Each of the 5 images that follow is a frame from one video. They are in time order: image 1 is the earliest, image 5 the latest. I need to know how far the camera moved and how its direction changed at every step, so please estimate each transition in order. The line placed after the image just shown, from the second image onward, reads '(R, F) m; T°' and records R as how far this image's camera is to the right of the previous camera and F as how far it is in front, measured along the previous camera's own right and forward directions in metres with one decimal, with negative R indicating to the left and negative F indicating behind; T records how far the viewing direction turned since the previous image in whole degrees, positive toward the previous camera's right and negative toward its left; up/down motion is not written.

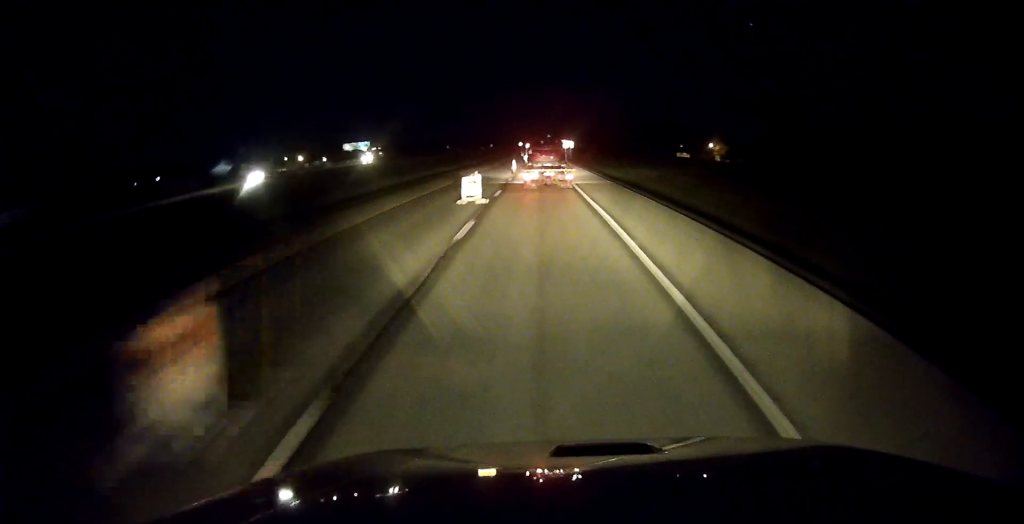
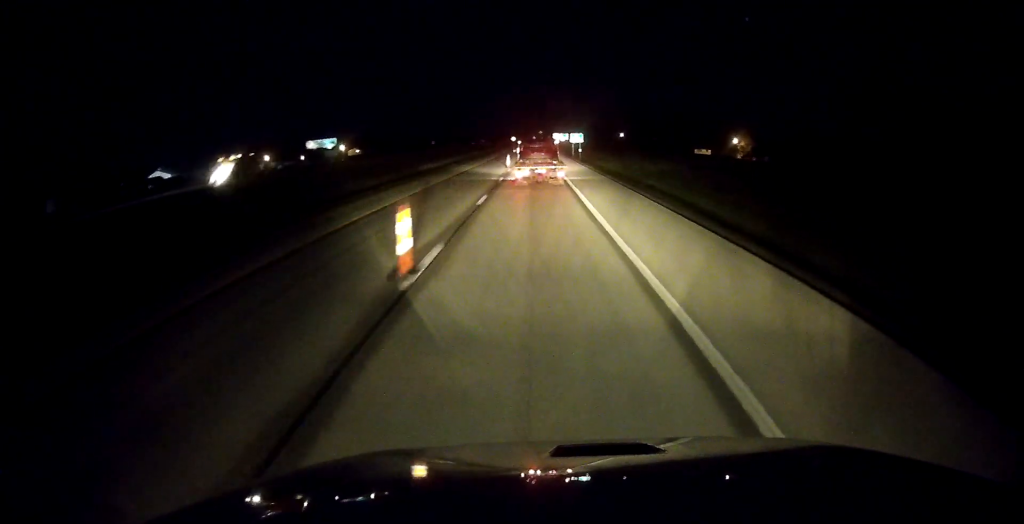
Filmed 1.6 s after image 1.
(+0.2, +41.0) m; 0°
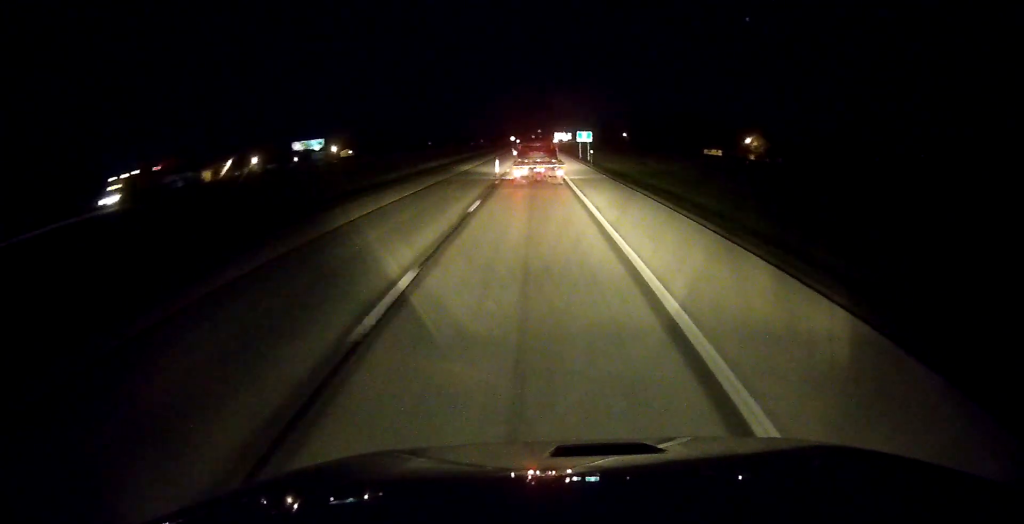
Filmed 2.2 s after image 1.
(-0.2, +14.7) m; 0°
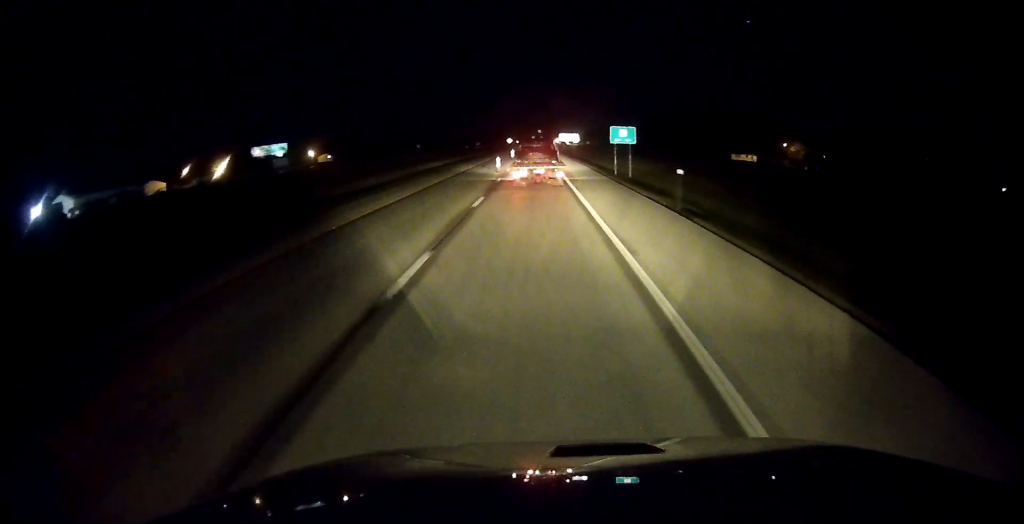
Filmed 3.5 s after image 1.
(+0.3, +34.8) m; 0°
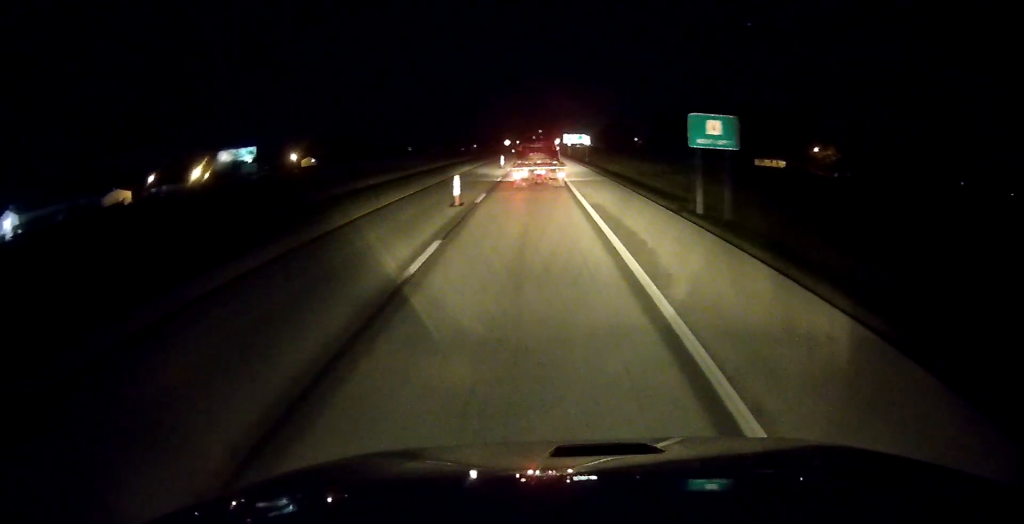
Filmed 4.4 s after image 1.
(-0.2, +22.5) m; 0°
